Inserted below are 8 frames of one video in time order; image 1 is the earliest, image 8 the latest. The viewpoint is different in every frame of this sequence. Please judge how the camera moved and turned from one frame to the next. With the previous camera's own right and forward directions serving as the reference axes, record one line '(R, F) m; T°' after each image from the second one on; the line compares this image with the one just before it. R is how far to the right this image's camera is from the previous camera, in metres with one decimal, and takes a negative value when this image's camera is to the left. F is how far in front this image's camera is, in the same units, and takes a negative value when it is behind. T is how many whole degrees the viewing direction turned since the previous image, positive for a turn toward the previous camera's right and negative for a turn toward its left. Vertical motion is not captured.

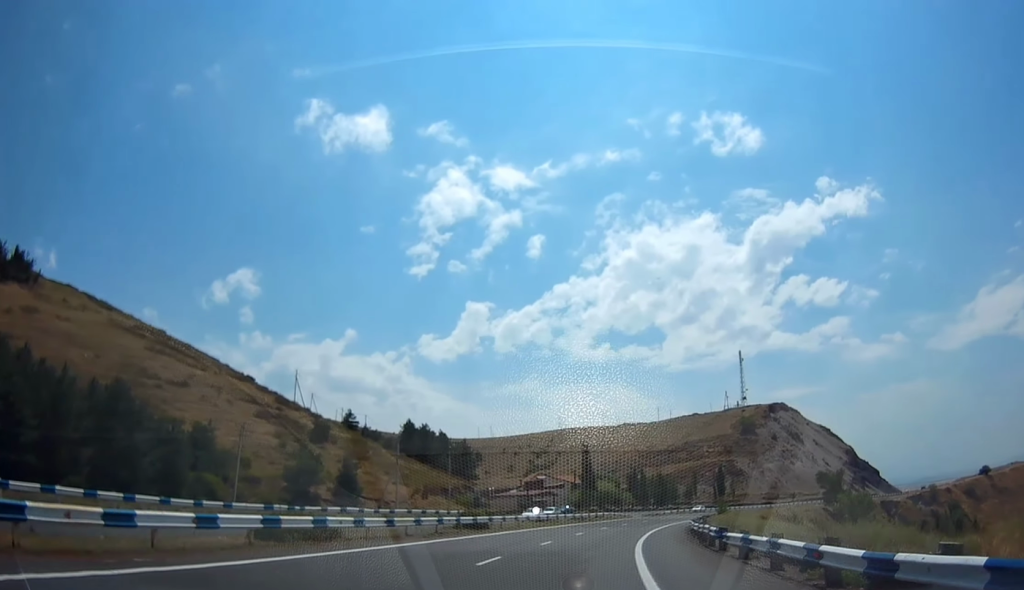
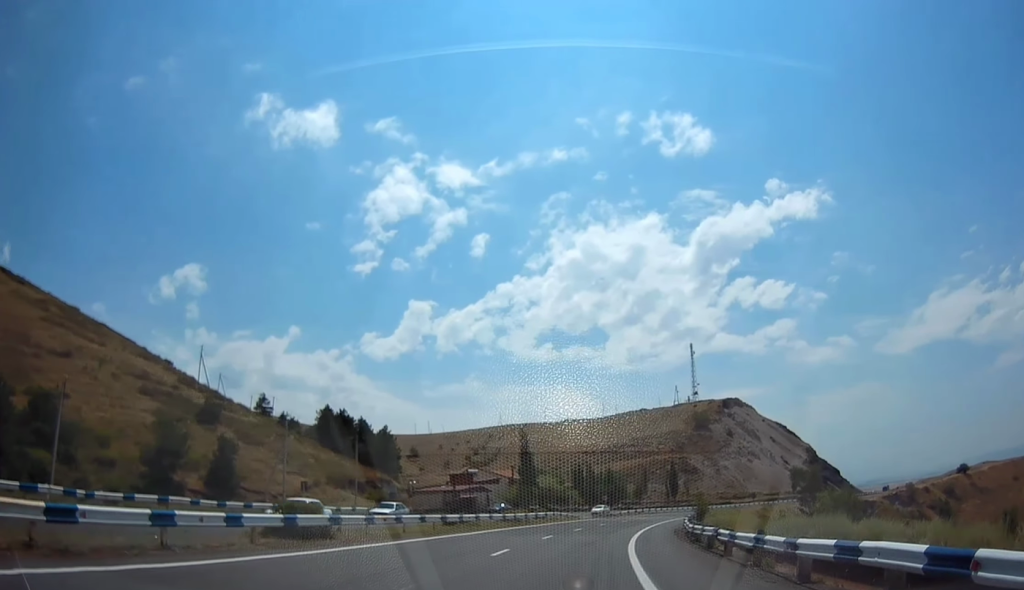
(+0.9, +19.0) m; +5°
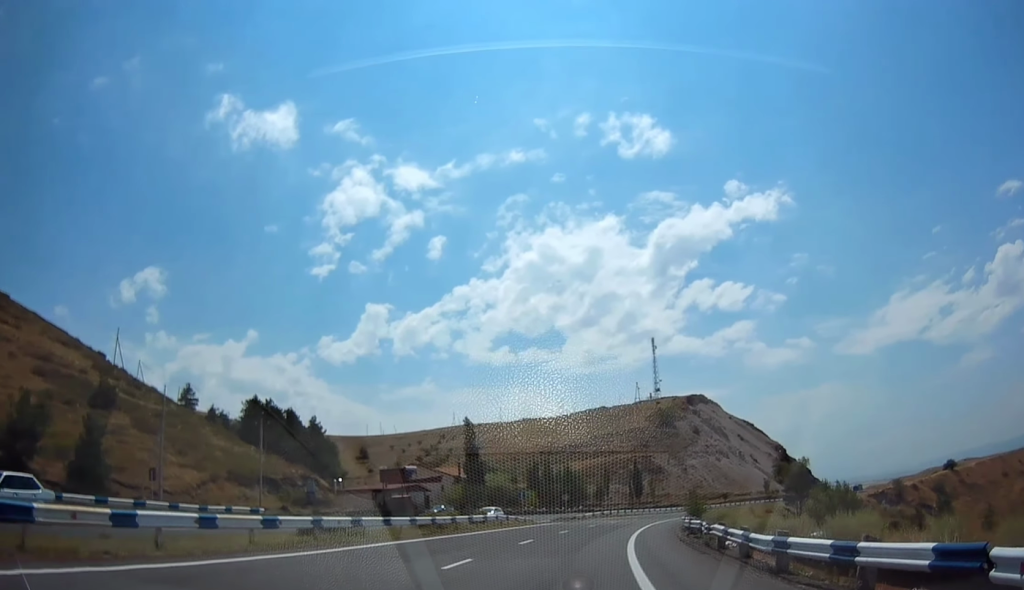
(+0.5, +15.8) m; +3°
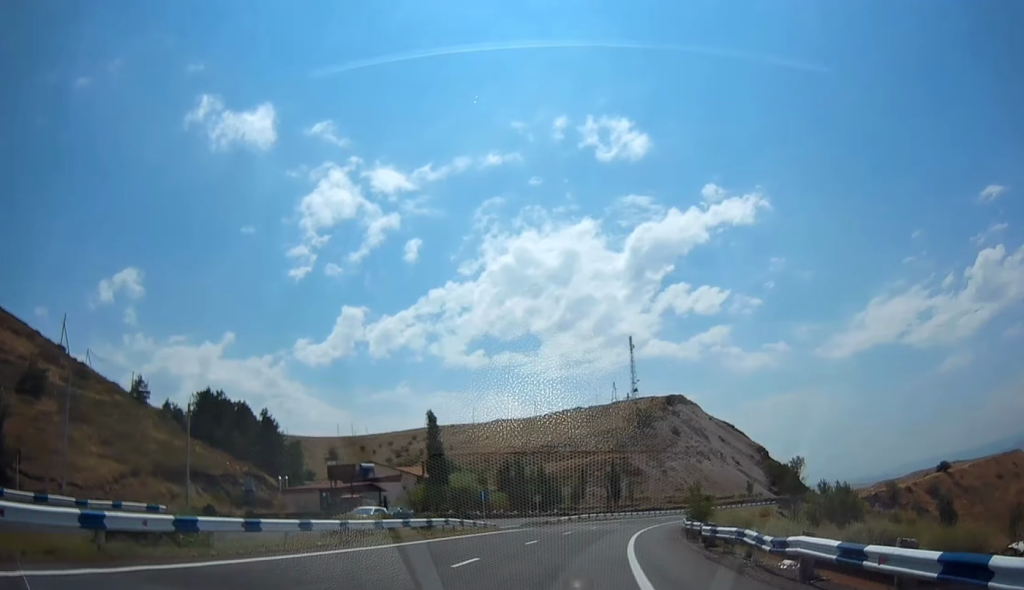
(+0.3, +9.7) m; +2°
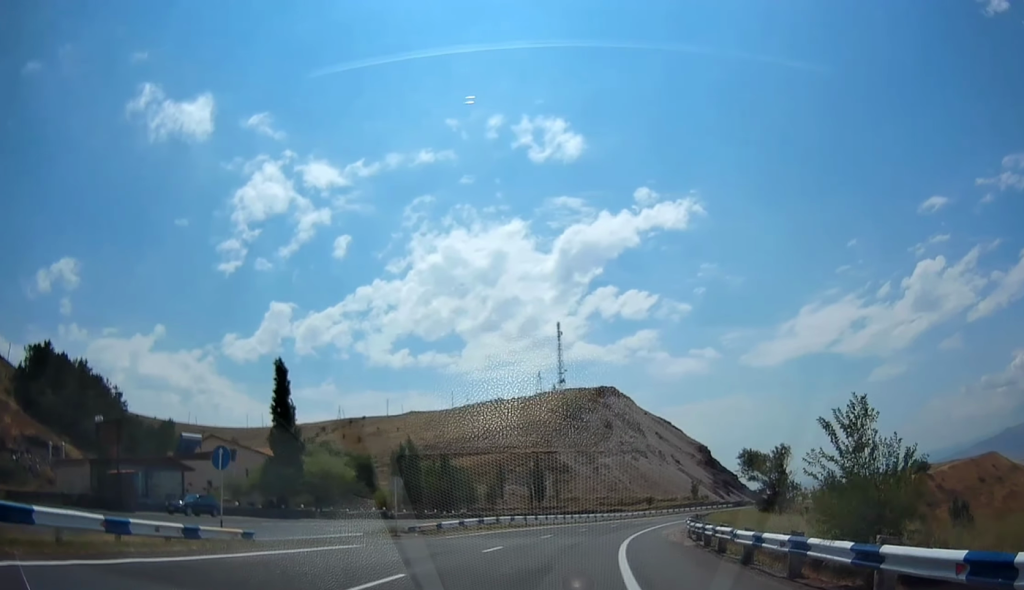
(+1.6, +28.1) m; +7°
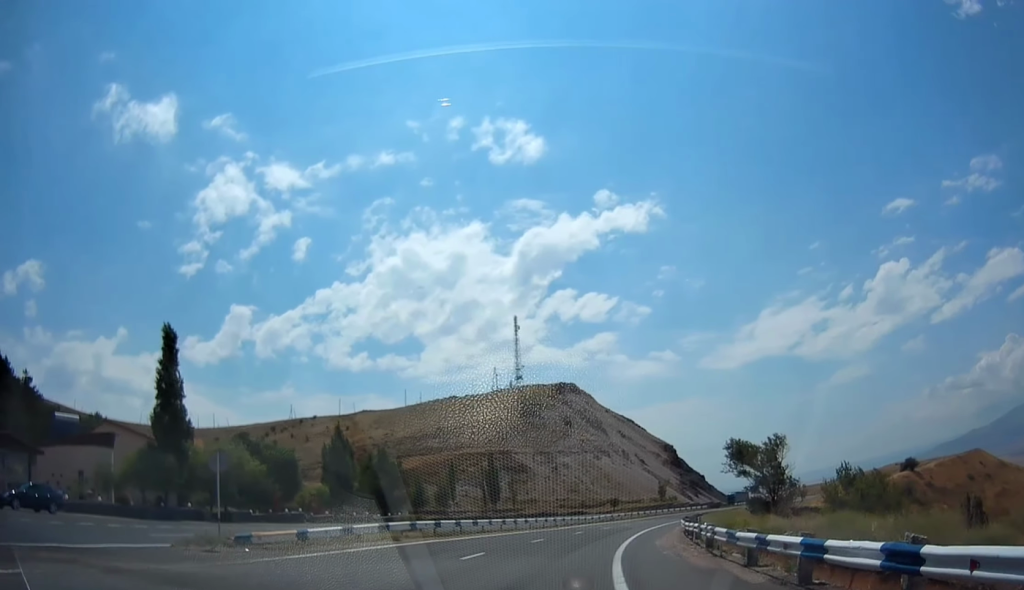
(+0.4, +13.5) m; +4°
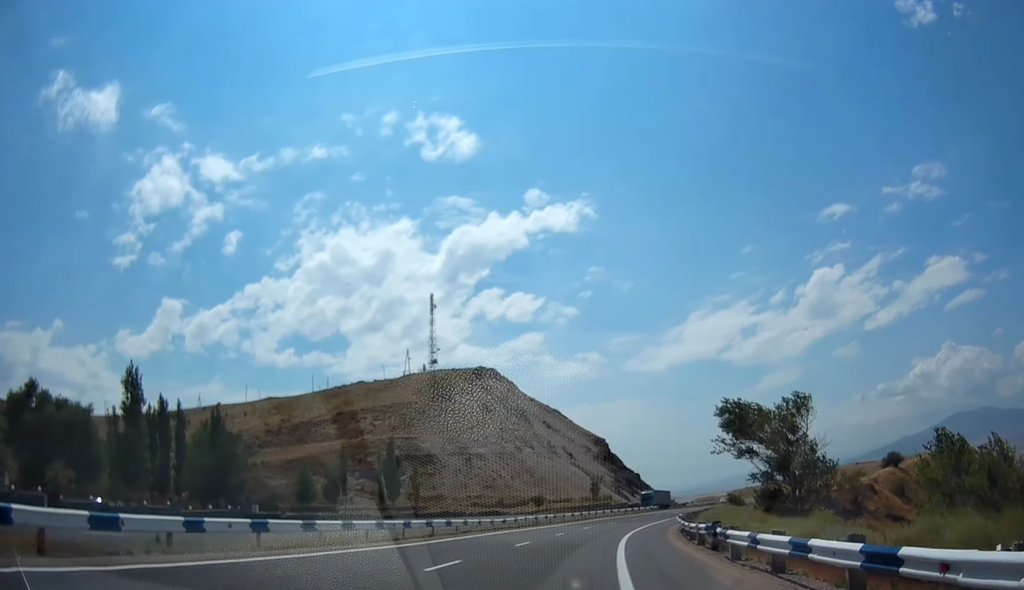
(+1.7, +27.3) m; +8°
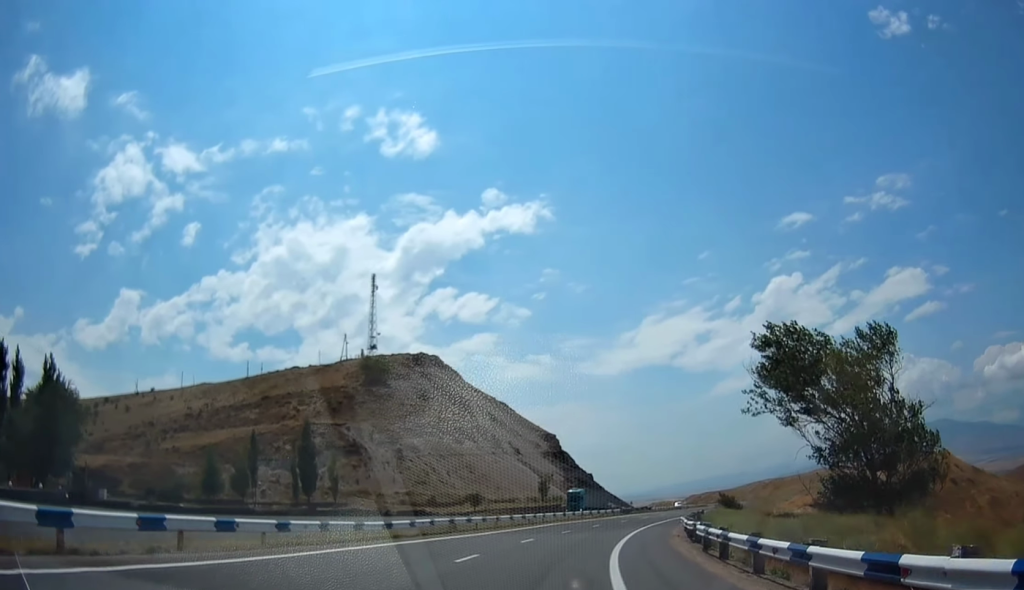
(+1.0, +19.1) m; +6°
